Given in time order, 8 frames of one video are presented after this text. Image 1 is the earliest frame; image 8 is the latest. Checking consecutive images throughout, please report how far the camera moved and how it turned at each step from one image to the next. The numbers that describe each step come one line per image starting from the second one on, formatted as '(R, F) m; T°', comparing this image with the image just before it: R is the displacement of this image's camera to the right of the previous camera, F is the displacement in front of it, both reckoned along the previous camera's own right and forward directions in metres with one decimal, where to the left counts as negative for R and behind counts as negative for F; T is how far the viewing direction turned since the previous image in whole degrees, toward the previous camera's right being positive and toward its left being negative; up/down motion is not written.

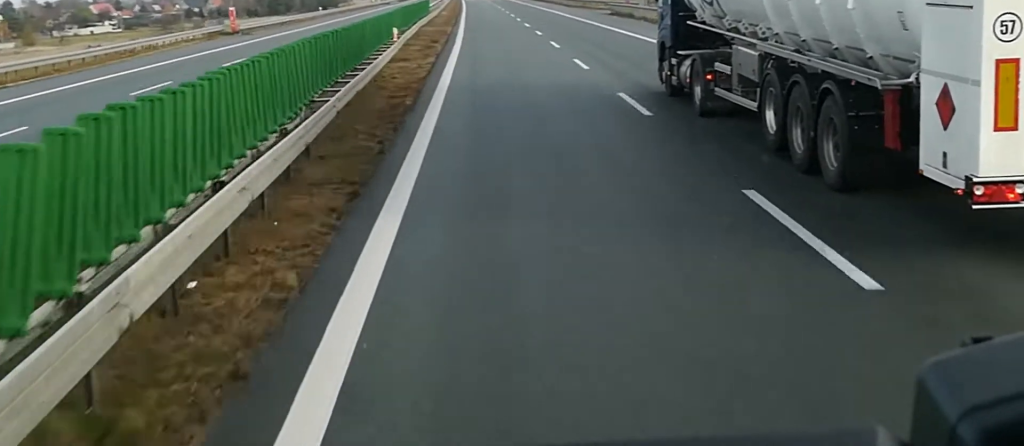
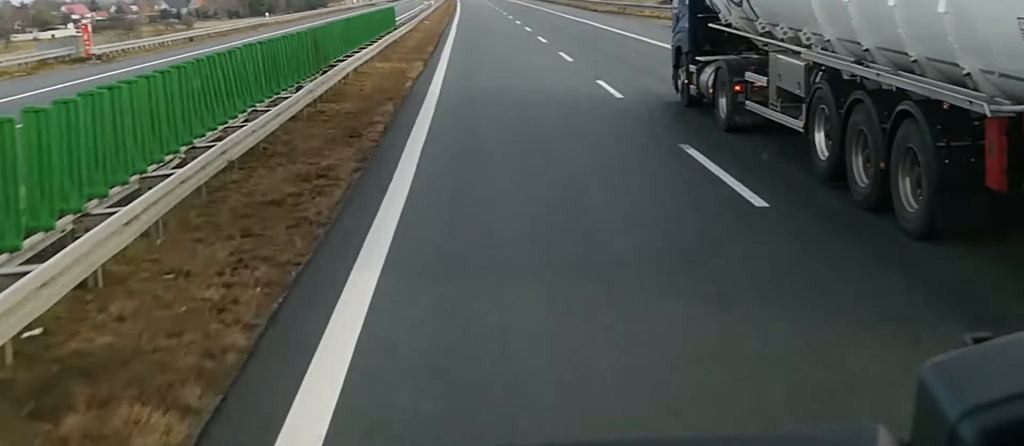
(+0.2, +32.9) m; 0°
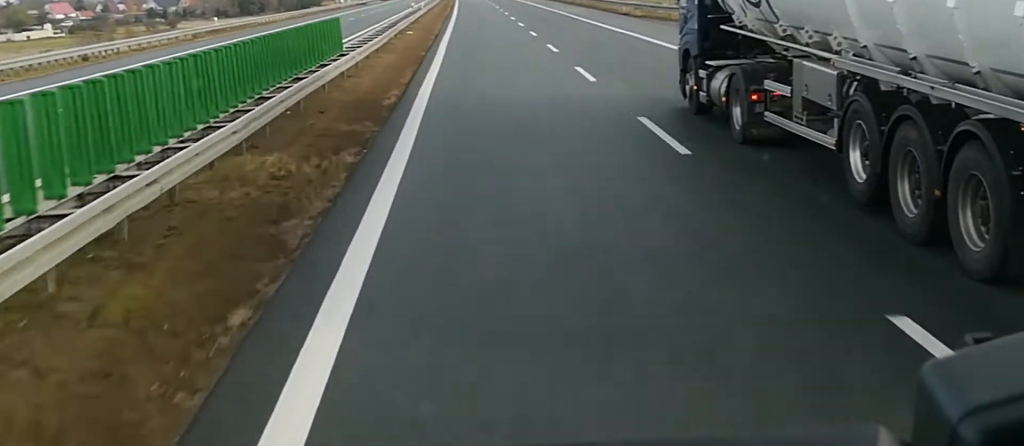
(-0.4, +21.1) m; 0°
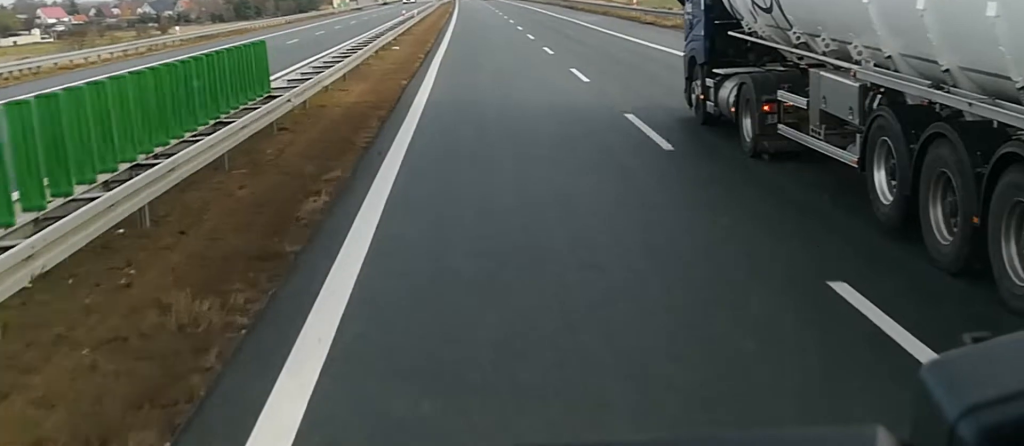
(-0.1, +11.0) m; 0°
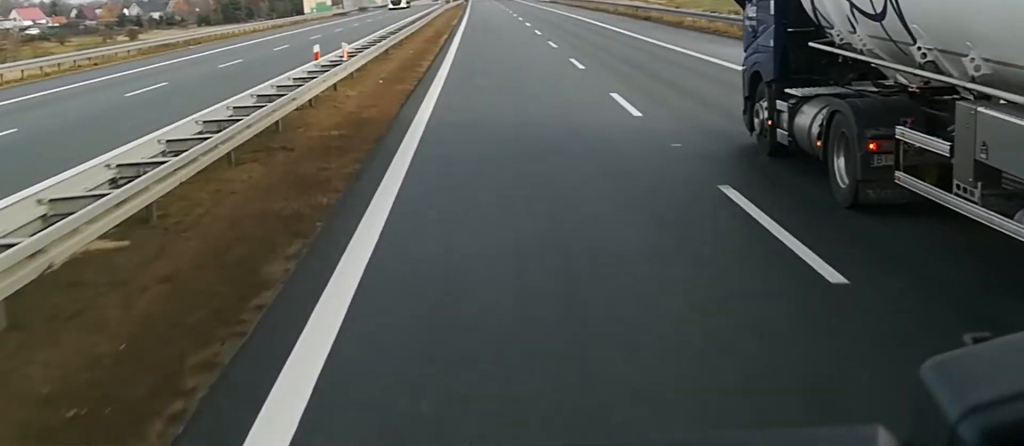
(+1.0, +43.8) m; 0°
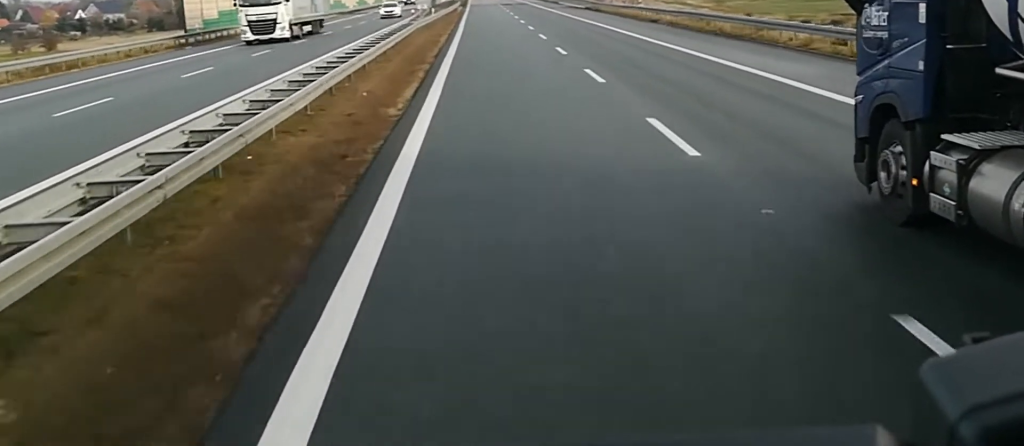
(-1.1, +53.1) m; -1°
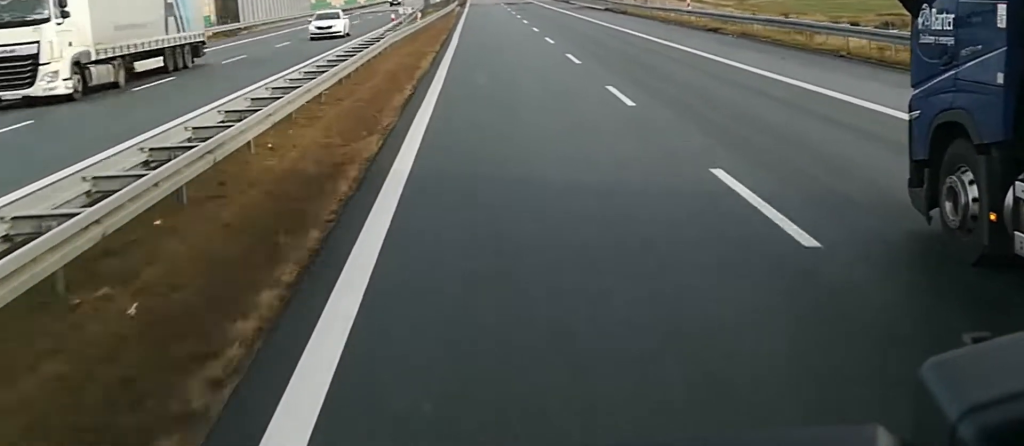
(-0.1, +17.7) m; +1°
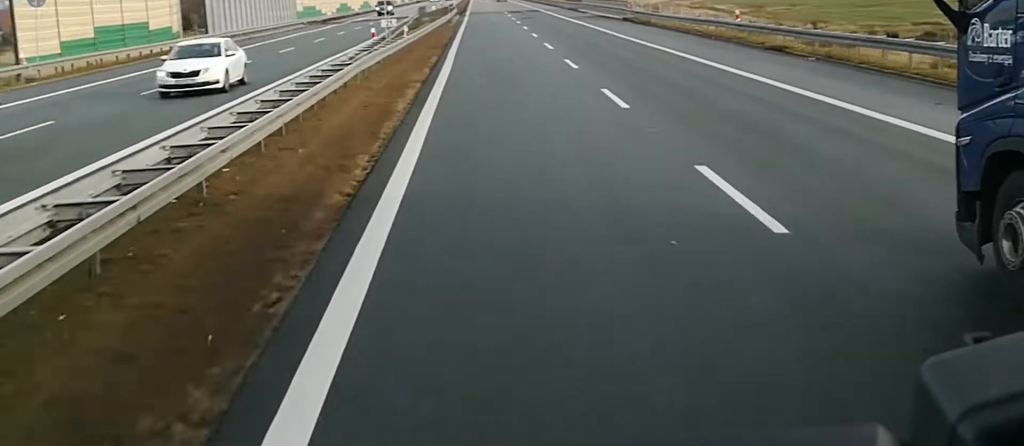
(-0.1, +10.9) m; 0°
